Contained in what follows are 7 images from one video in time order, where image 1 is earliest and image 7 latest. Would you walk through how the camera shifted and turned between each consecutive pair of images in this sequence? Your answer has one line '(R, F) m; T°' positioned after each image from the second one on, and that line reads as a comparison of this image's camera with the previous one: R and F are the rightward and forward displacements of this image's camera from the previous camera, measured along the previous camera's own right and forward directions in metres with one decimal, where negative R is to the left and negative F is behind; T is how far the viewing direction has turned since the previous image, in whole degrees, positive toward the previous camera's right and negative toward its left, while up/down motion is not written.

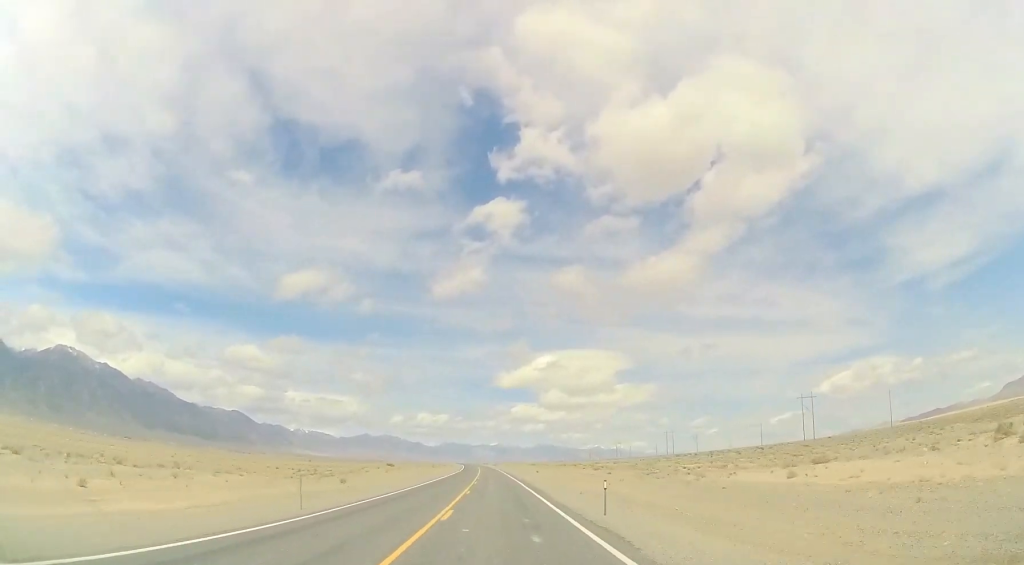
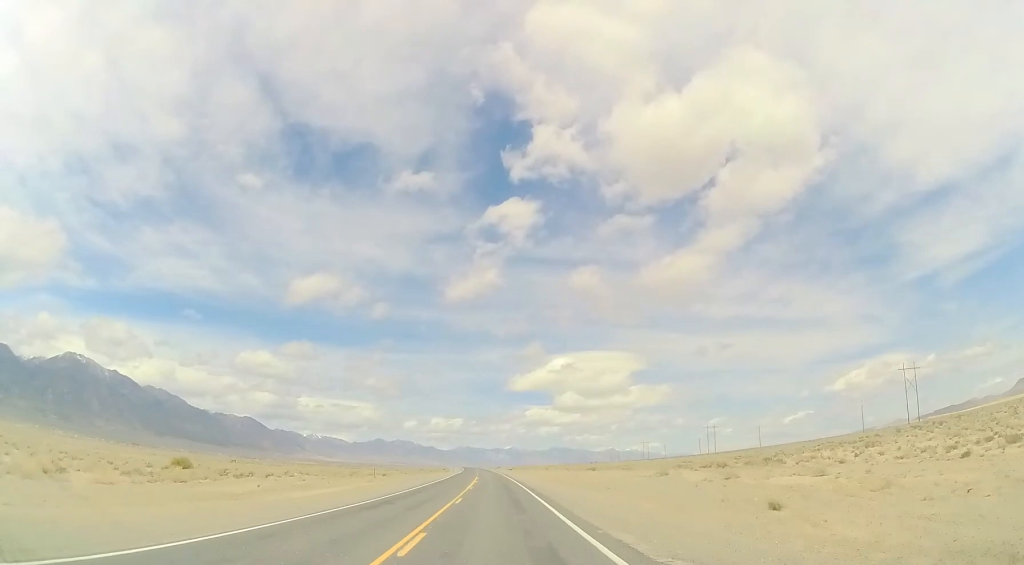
(-0.9, +74.1) m; -1°
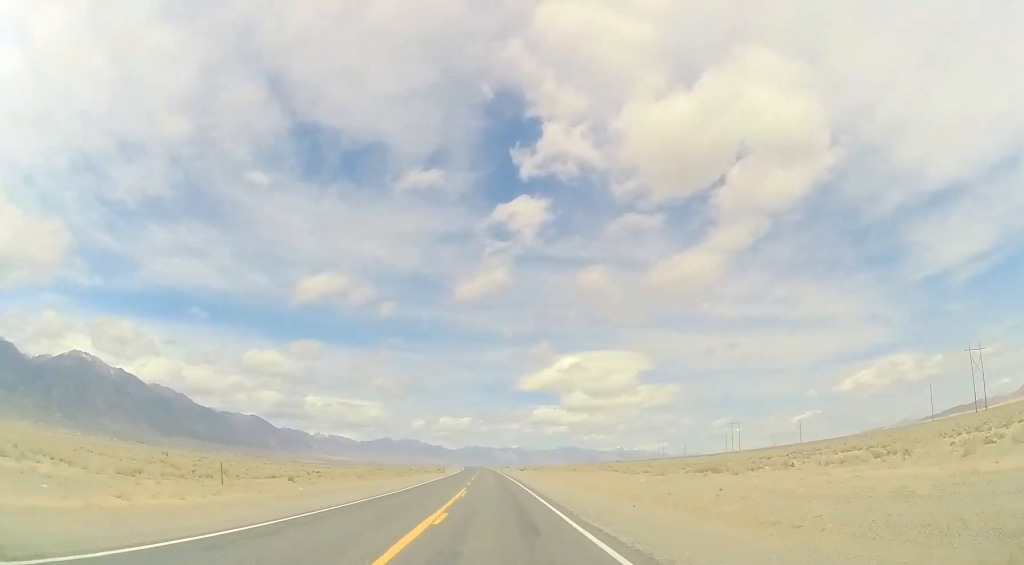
(-0.2, +36.0) m; 0°
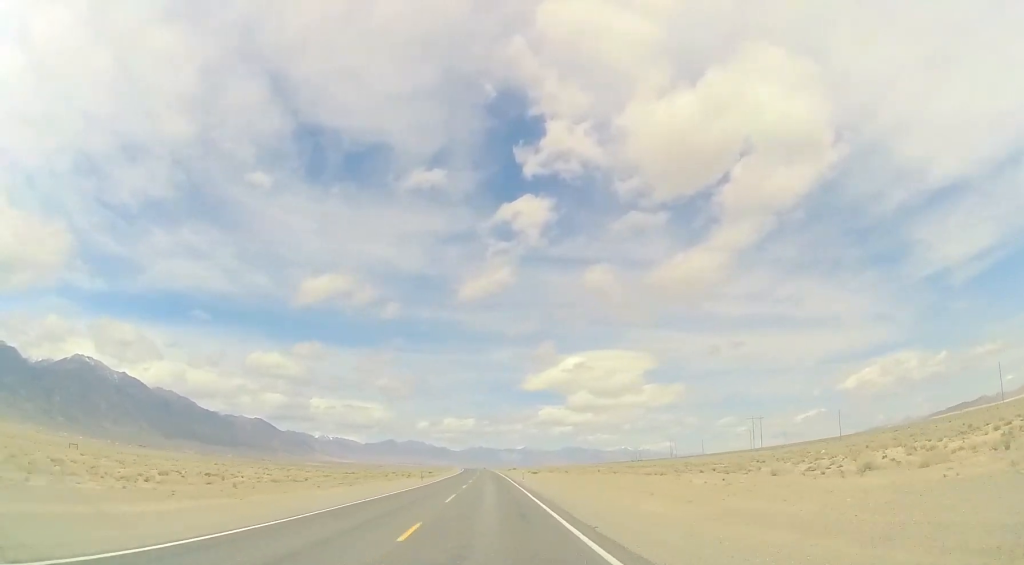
(+0.3, +30.2) m; 0°
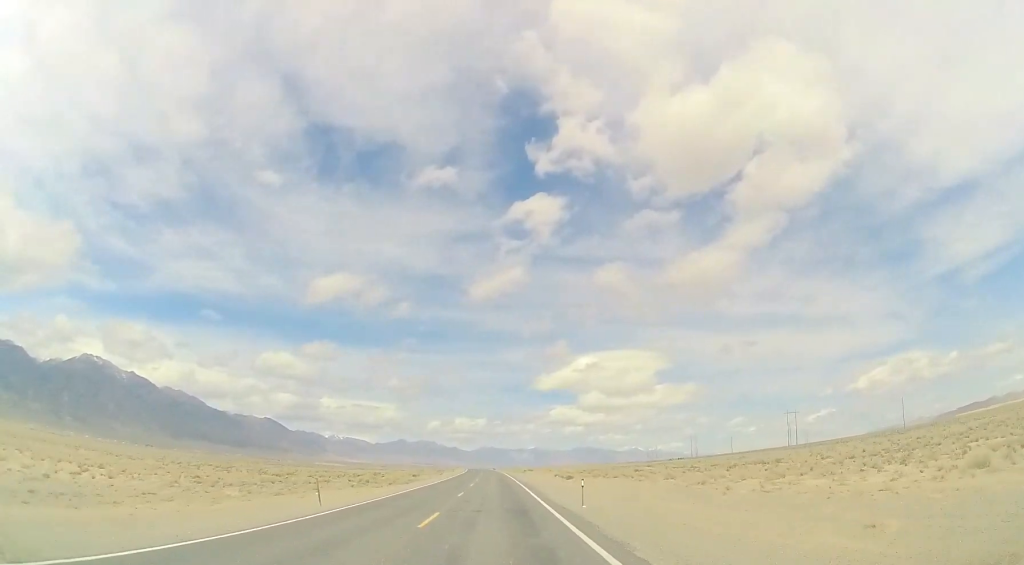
(-0.6, +37.3) m; -2°
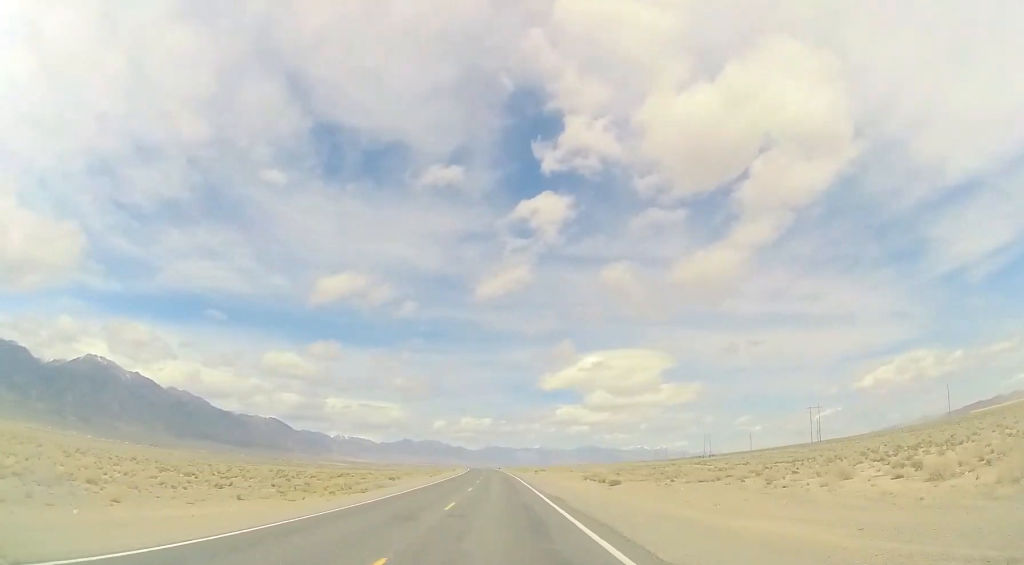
(-0.5, +23.3) m; -1°
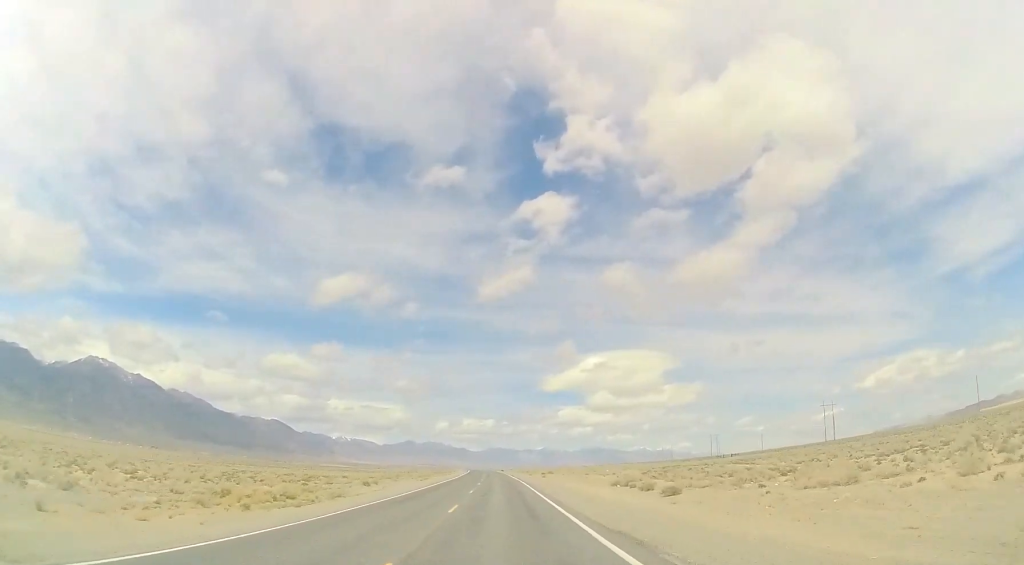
(0.0, +14.0) m; 0°
